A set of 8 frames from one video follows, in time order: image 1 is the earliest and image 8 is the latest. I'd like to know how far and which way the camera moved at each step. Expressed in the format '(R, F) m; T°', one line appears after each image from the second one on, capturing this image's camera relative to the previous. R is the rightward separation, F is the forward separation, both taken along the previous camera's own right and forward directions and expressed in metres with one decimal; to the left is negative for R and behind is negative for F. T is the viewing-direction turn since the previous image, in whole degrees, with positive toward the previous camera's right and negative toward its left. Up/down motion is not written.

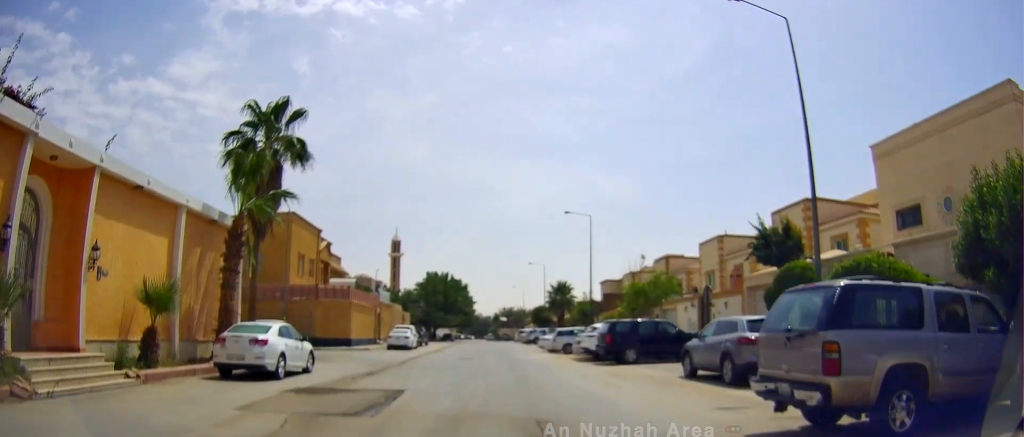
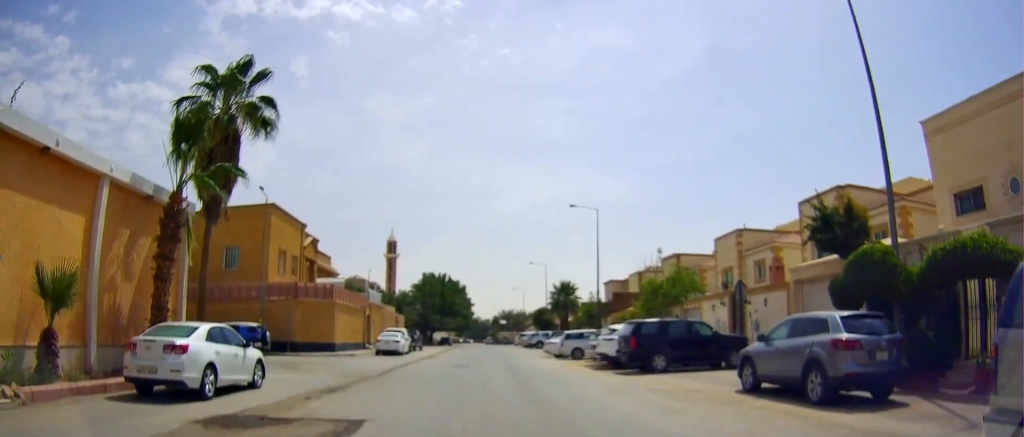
(-0.5, +4.3) m; -1°
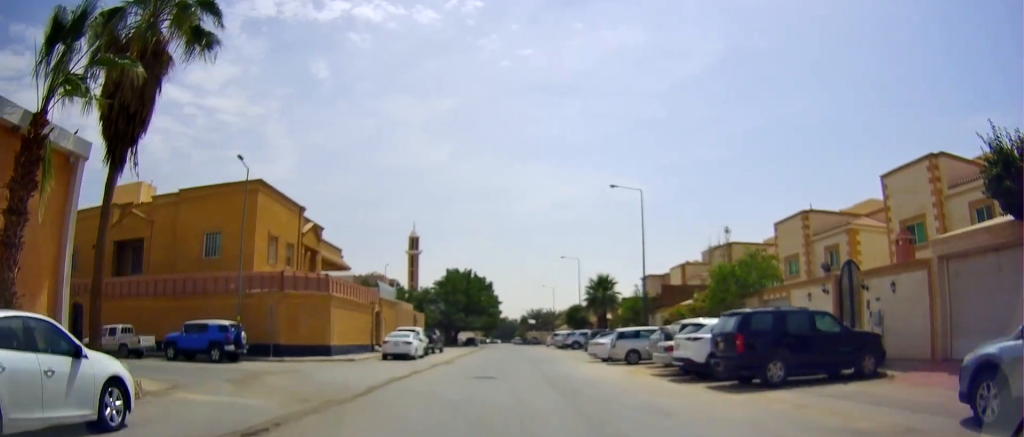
(+0.6, +7.1) m; -1°
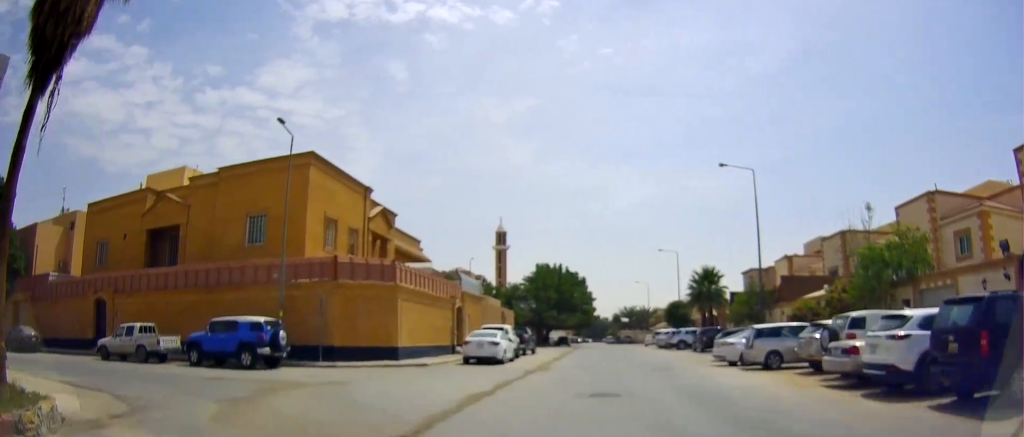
(-0.6, +5.7) m; -10°
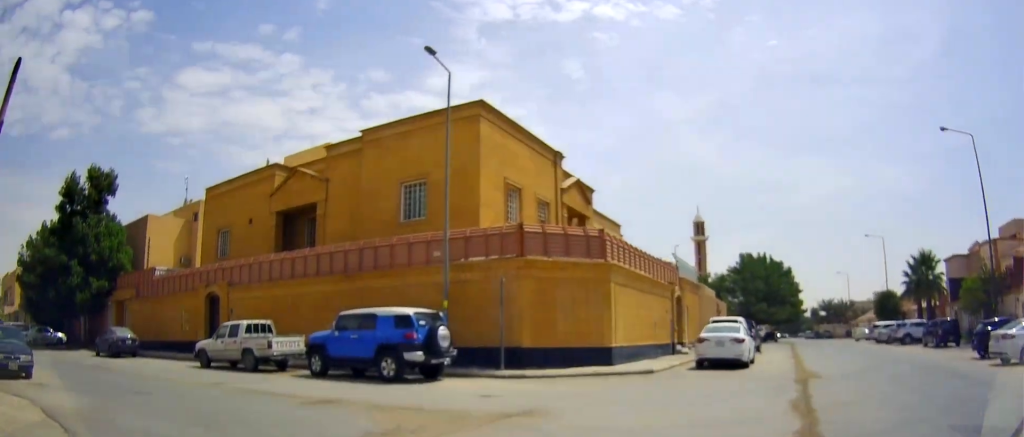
(-0.7, +6.7) m; -16°
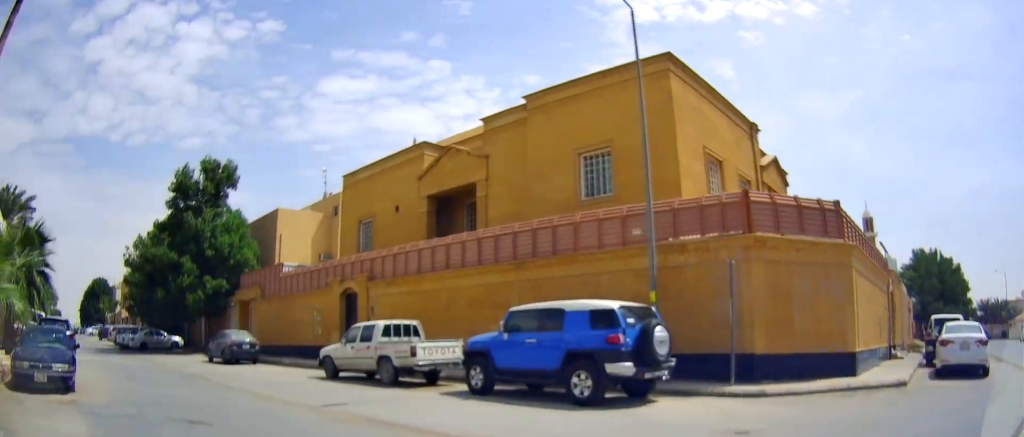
(-0.7, +4.3) m; -11°
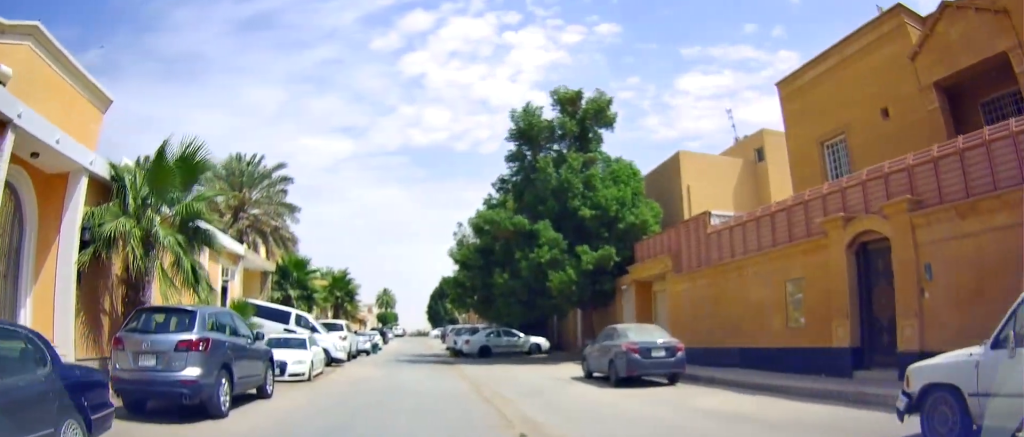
(-3.8, +10.3) m; -40°
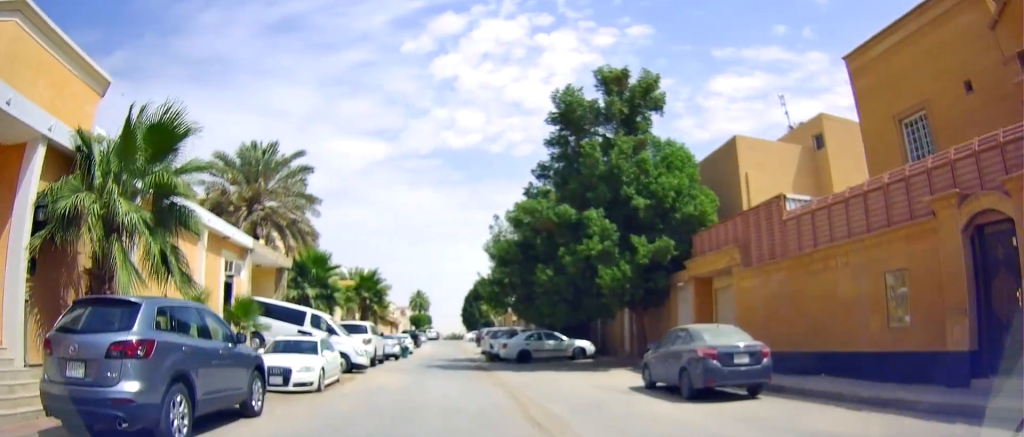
(-0.1, +2.5) m; -3°
